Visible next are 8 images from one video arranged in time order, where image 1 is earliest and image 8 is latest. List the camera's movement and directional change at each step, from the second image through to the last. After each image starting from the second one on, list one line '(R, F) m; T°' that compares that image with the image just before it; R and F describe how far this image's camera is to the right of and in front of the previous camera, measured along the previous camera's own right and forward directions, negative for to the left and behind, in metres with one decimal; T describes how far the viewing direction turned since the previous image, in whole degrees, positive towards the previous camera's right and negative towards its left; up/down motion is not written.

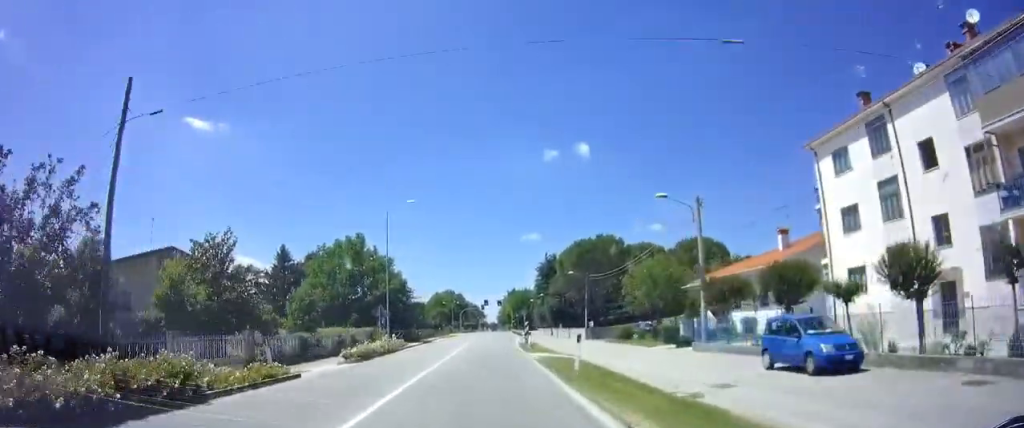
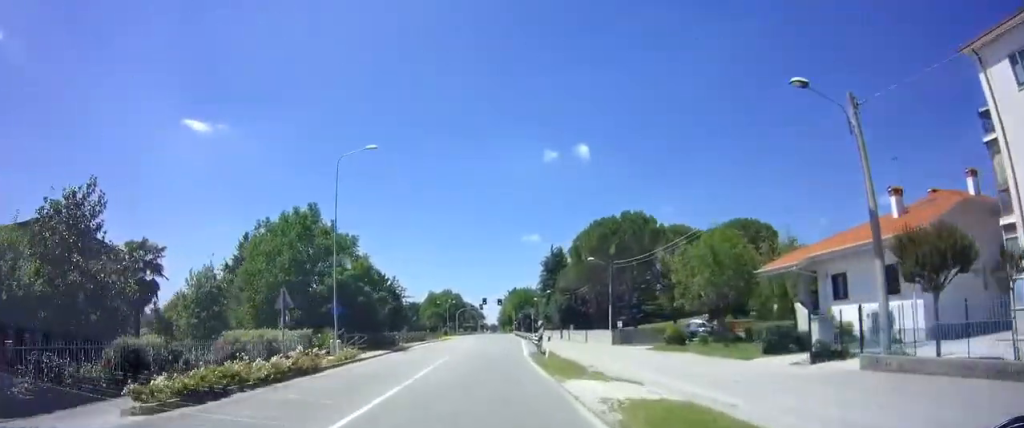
(-0.3, +12.5) m; -1°
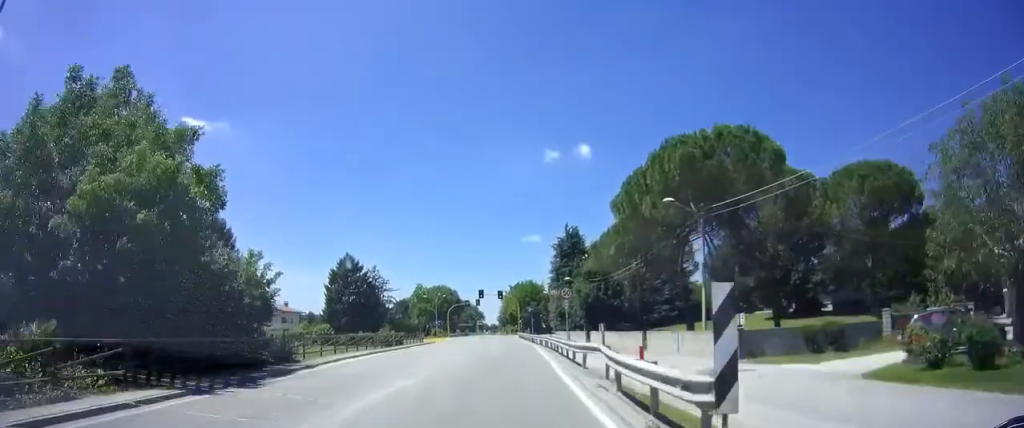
(0.0, +22.2) m; +1°
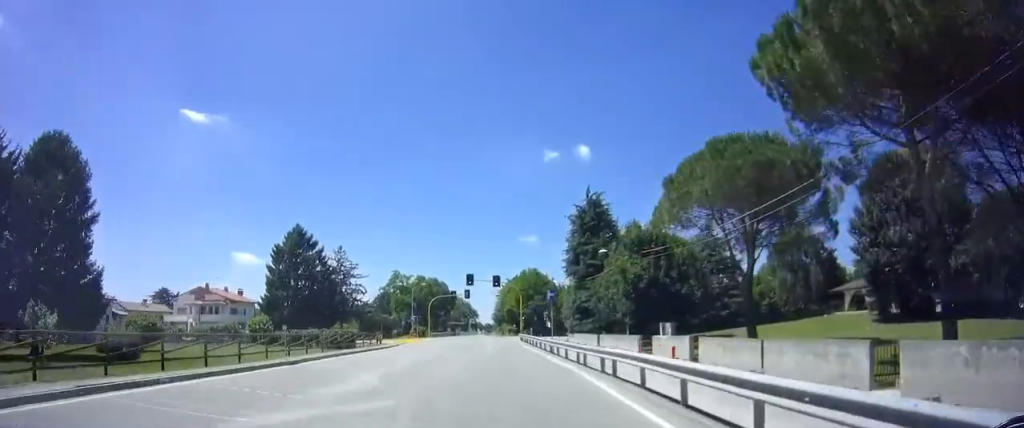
(+0.3, +22.5) m; 0°
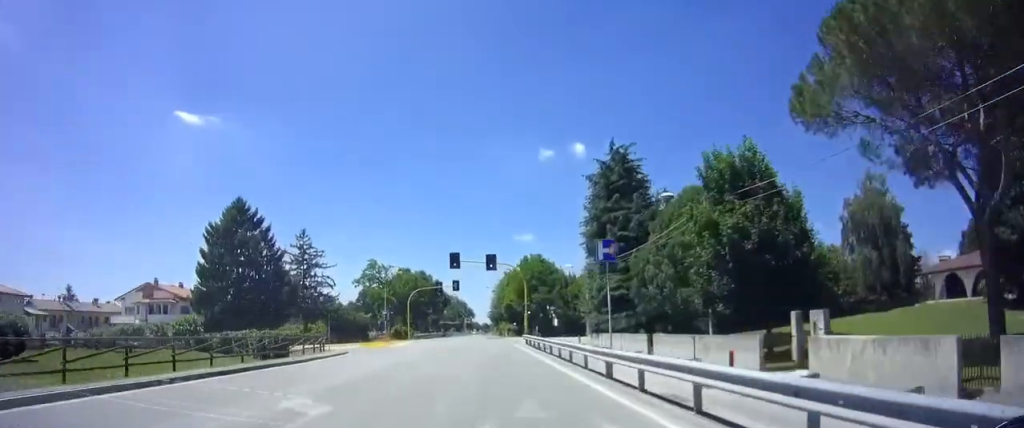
(-0.2, +17.2) m; -1°
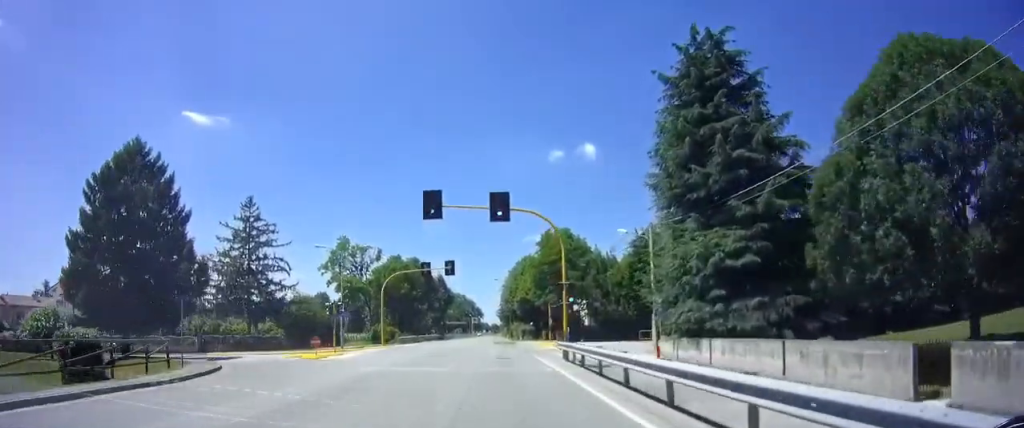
(0.0, +19.1) m; -1°
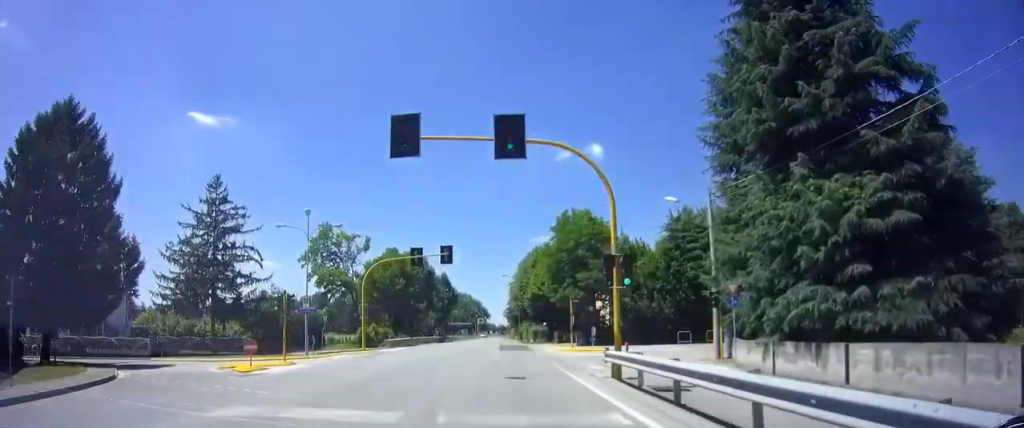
(0.0, +8.7) m; -1°
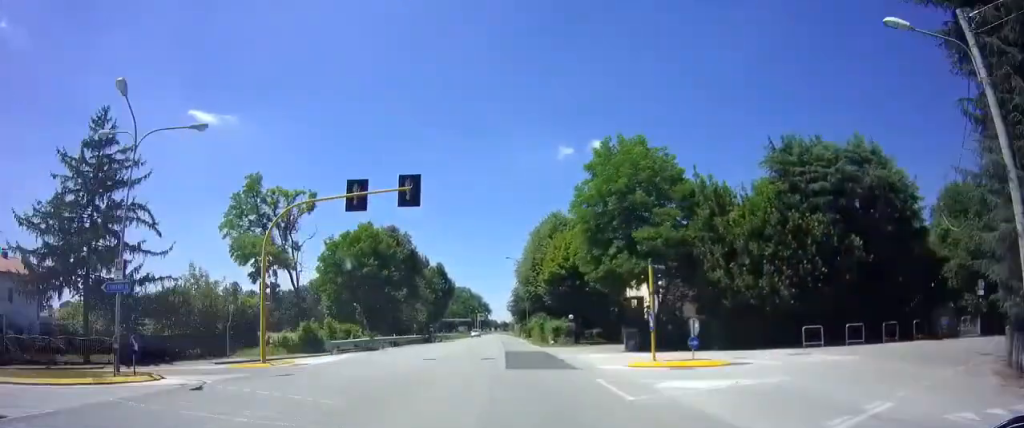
(-0.3, +17.5) m; 0°
